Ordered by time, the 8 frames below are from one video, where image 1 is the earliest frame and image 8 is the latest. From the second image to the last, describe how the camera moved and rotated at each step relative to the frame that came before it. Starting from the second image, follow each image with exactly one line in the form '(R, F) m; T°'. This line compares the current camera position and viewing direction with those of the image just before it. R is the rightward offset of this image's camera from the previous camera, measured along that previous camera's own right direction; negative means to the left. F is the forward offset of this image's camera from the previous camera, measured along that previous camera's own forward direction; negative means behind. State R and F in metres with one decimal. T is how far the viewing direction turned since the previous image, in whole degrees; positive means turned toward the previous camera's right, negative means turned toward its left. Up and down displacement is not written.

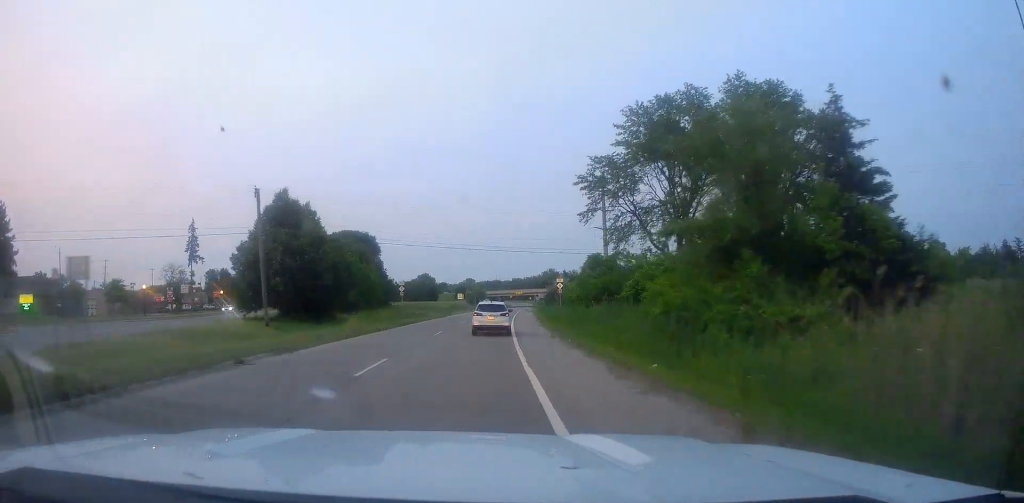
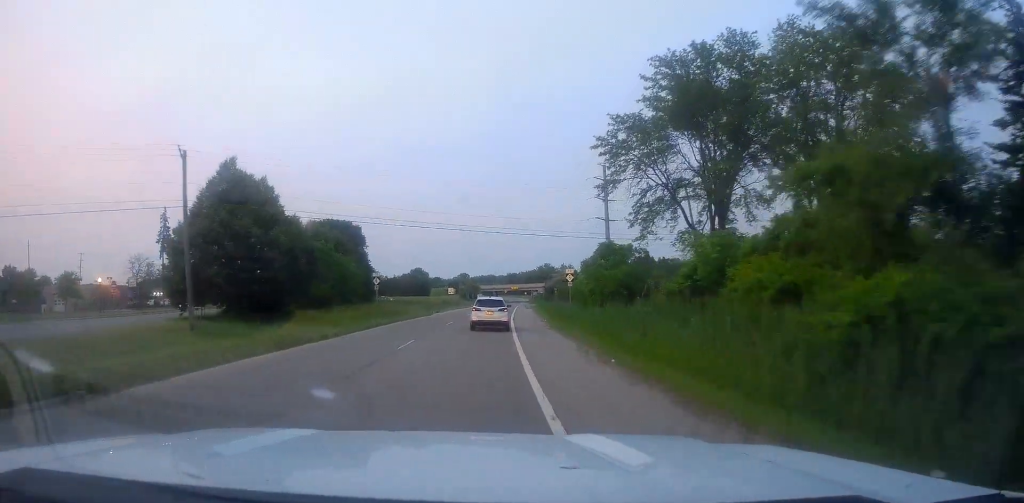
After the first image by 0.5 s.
(-0.4, +9.5) m; 0°
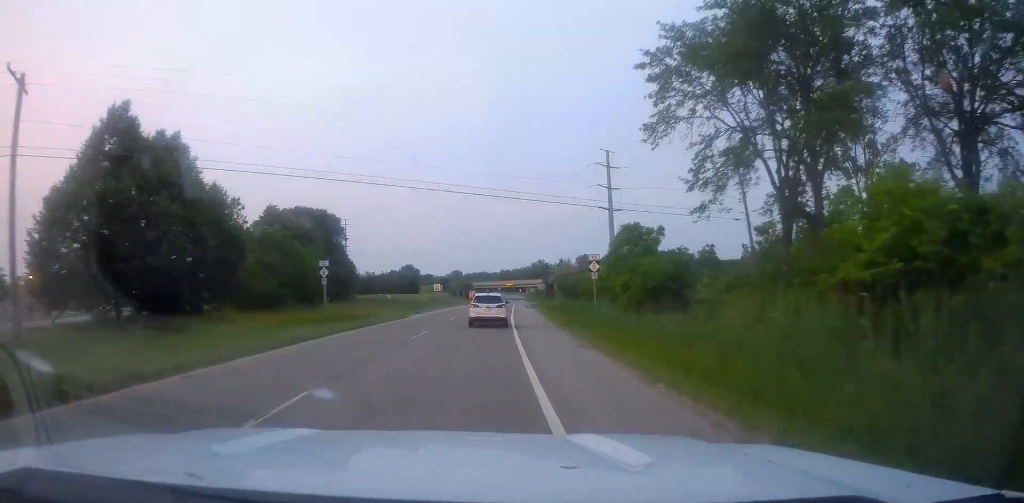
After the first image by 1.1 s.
(+0.4, +12.3) m; +2°
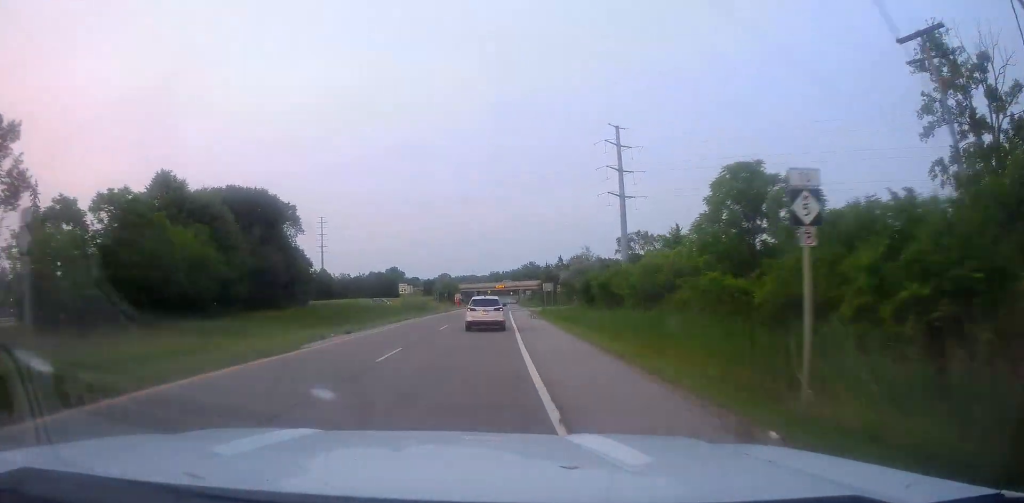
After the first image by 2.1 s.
(+0.5, +21.4) m; +1°
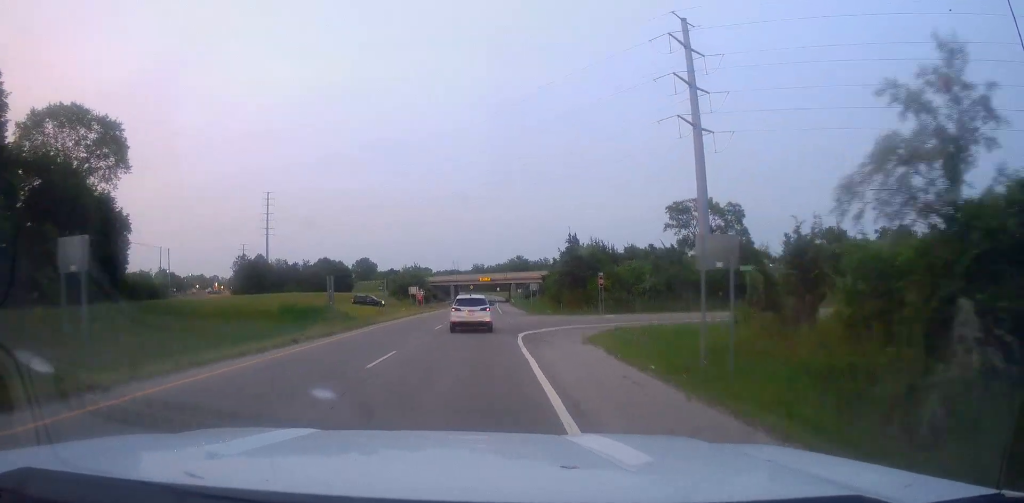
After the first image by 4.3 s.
(+0.4, +47.0) m; +2°
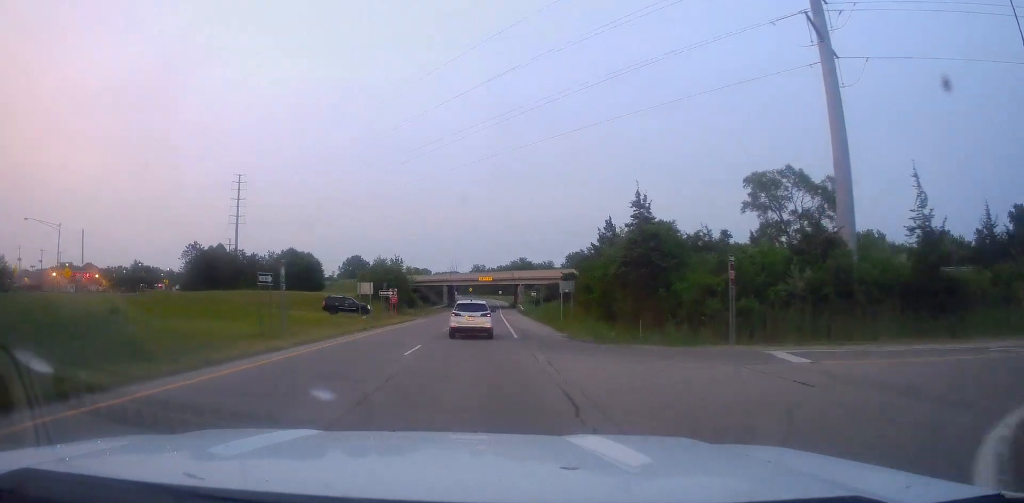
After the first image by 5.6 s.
(+0.2, +26.6) m; +1°
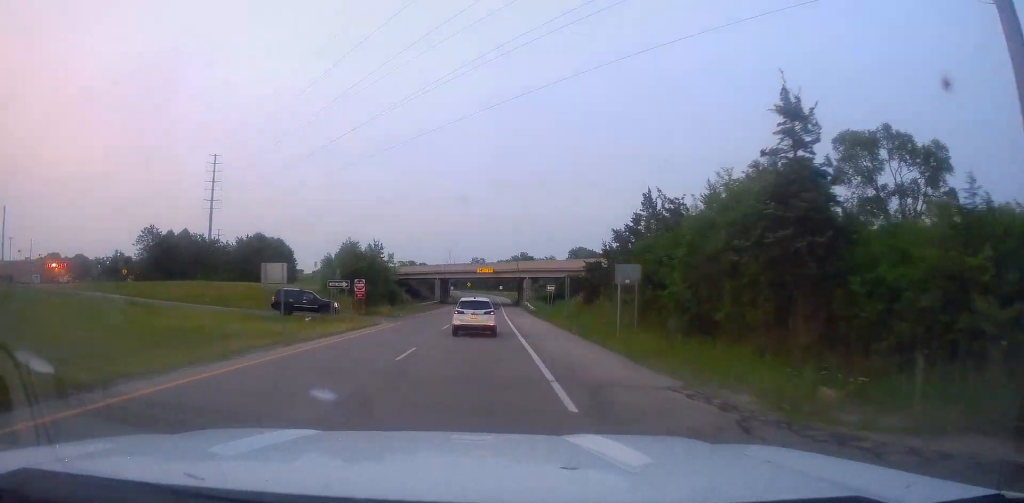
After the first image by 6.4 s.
(+0.3, +17.5) m; 0°
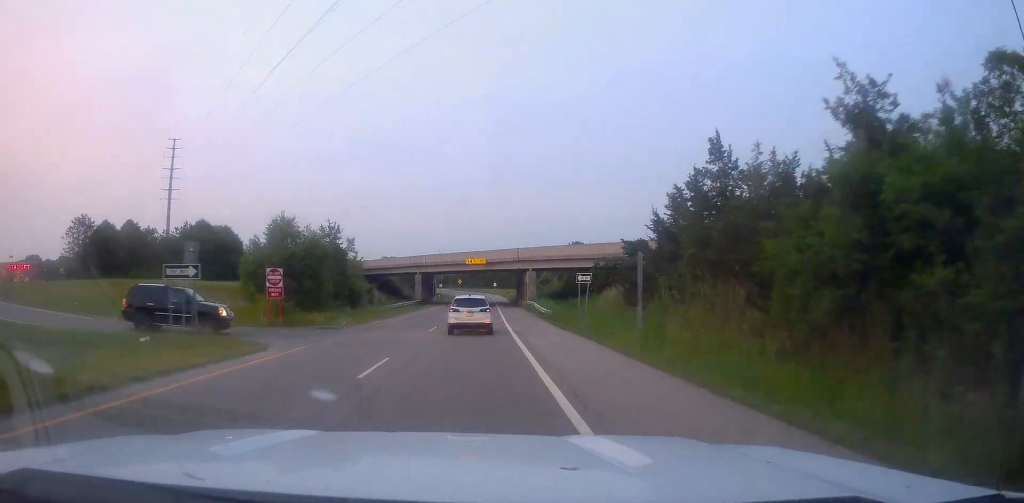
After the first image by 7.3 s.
(-0.2, +18.9) m; 0°
